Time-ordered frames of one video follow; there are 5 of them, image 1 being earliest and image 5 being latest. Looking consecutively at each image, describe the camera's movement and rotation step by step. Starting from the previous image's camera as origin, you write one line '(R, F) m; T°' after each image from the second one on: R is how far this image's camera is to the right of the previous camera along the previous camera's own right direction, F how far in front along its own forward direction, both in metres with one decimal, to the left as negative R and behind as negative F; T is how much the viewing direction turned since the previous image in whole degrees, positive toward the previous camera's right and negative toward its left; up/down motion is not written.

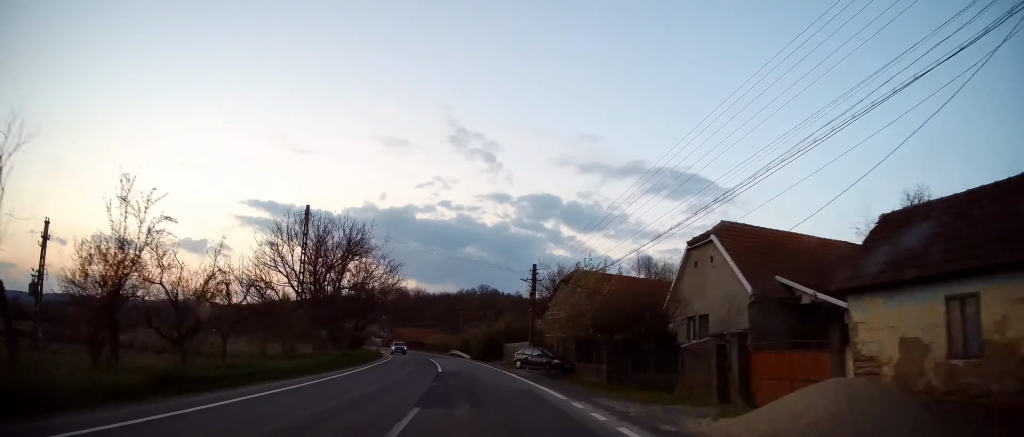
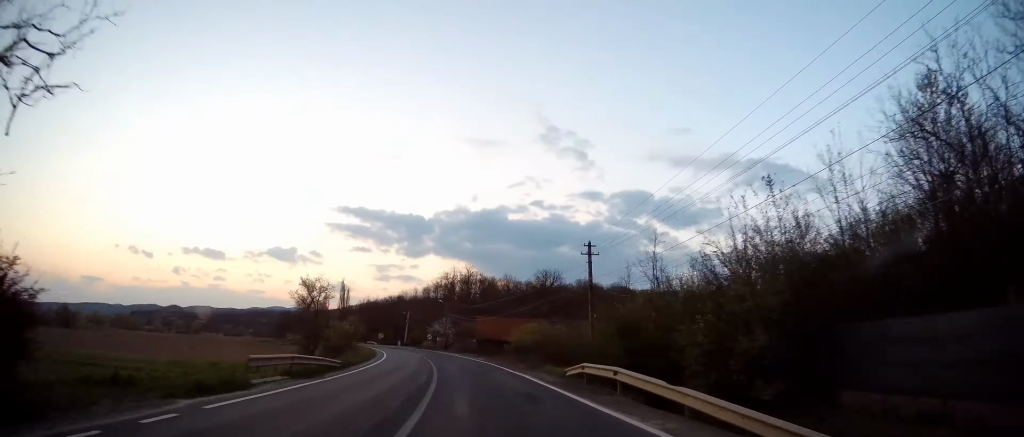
(-4.1, +51.2) m; -9°
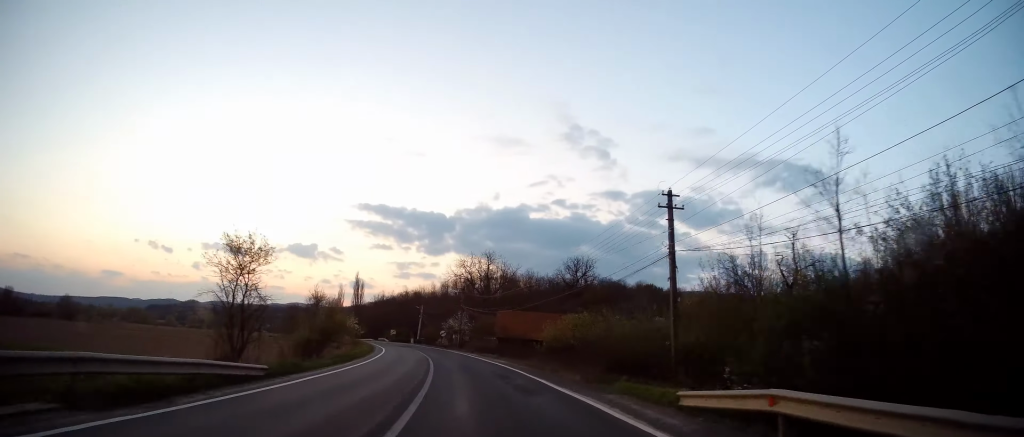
(-0.4, +10.8) m; -2°
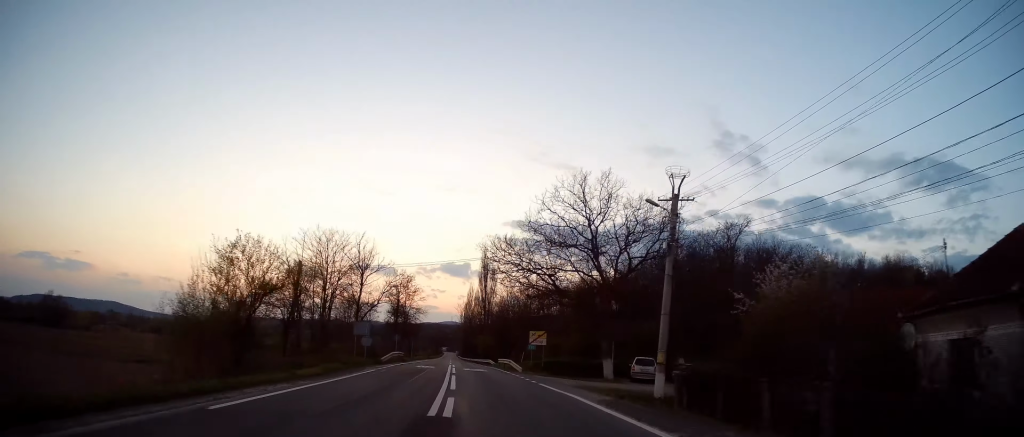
(-15.2, +86.8) m; -18°
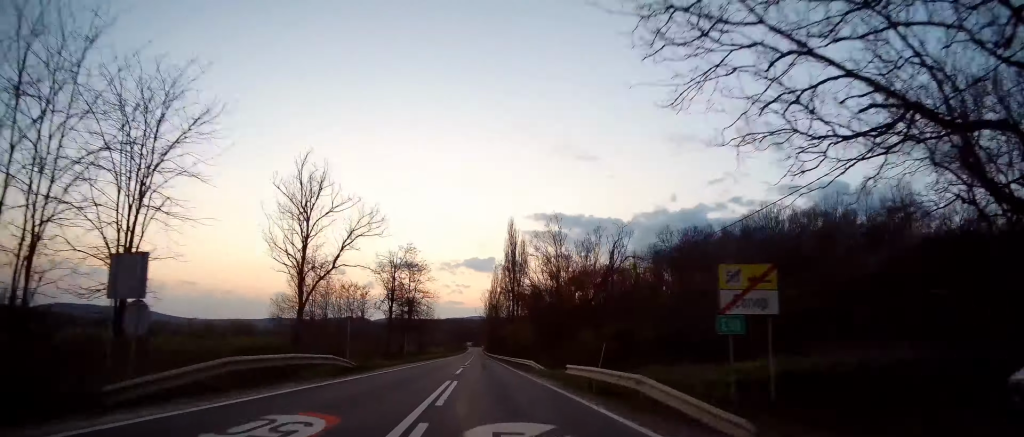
(-0.9, +28.0) m; -3°
